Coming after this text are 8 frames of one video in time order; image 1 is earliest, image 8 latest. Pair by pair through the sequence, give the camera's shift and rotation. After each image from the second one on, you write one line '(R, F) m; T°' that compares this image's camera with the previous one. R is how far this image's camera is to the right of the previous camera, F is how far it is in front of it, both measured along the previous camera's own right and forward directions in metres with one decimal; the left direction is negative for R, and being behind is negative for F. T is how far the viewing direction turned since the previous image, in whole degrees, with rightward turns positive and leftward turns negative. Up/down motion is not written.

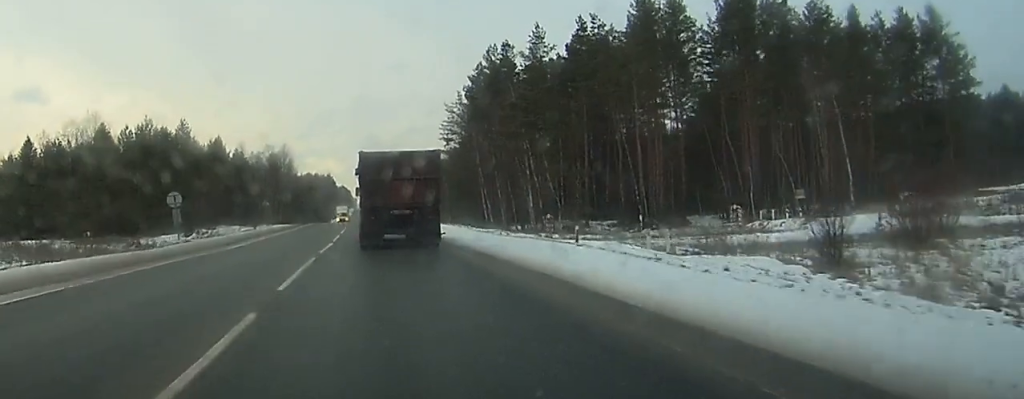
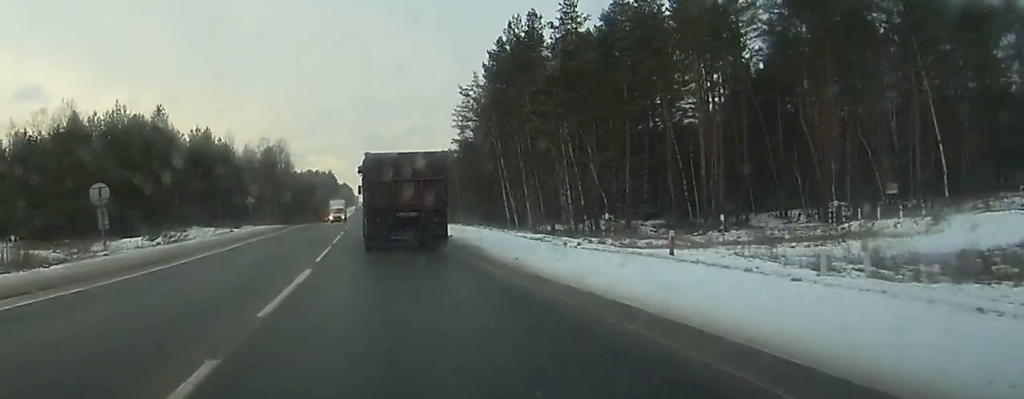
(0.0, +15.1) m; 0°
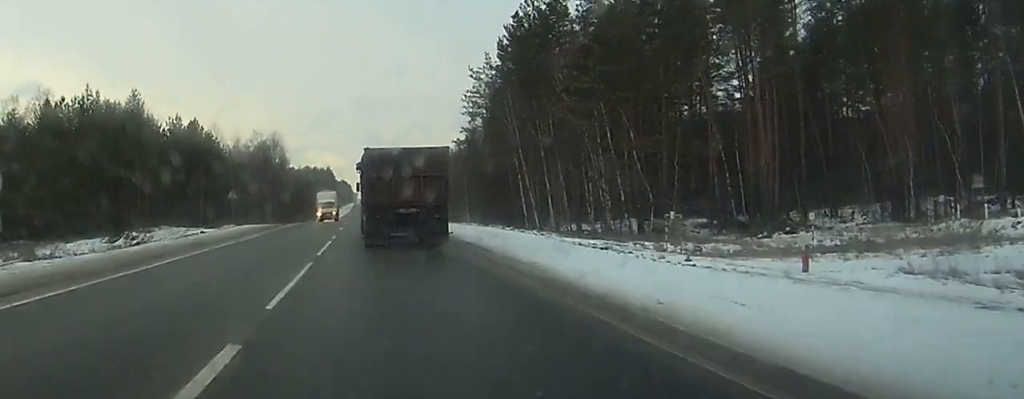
(0.0, +11.6) m; 0°
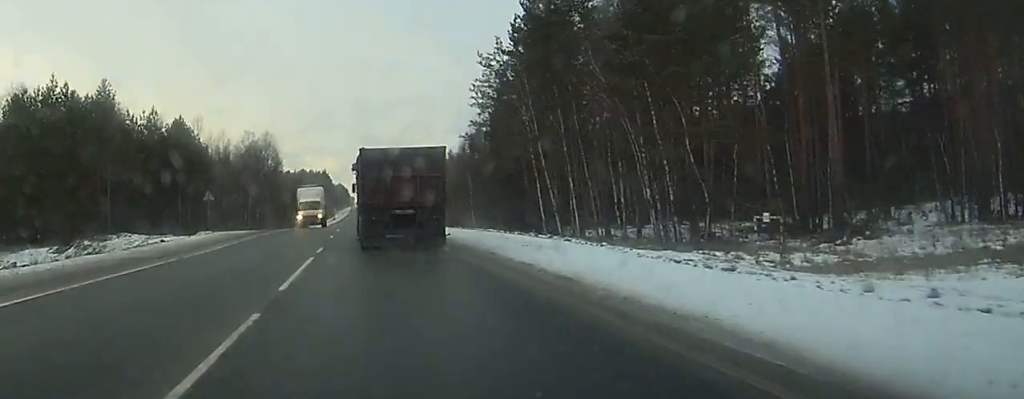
(0.0, +9.5) m; 0°
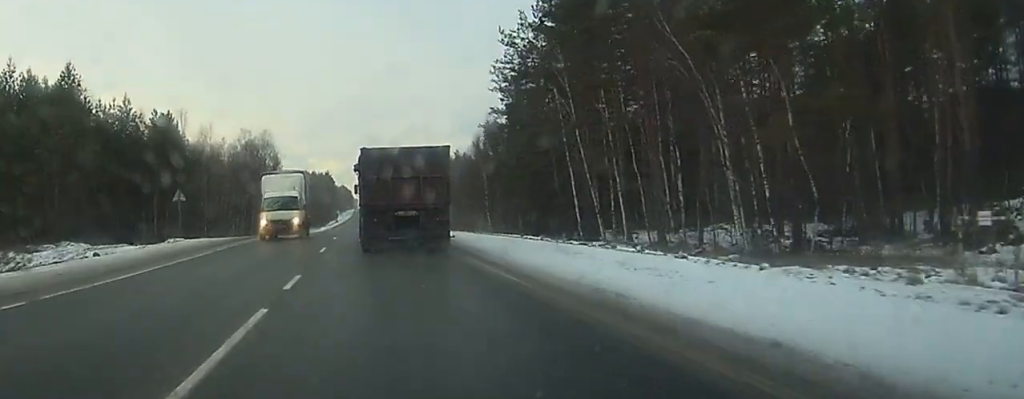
(0.0, +11.5) m; 0°
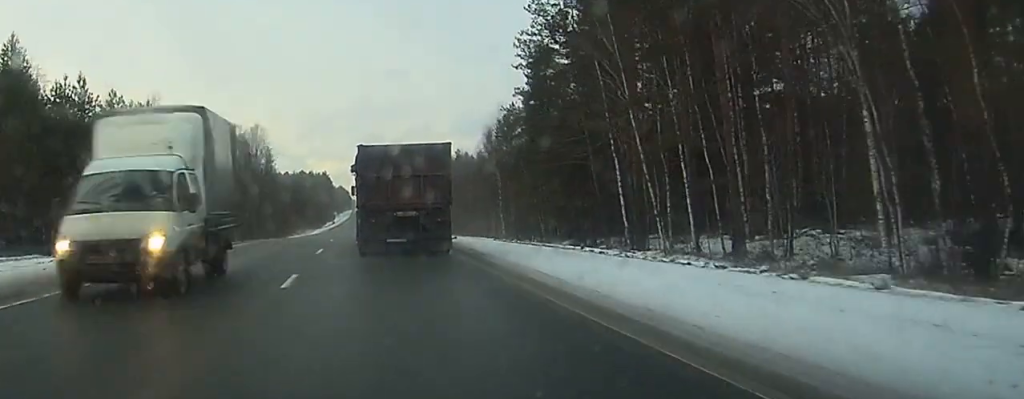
(0.0, +11.5) m; 0°
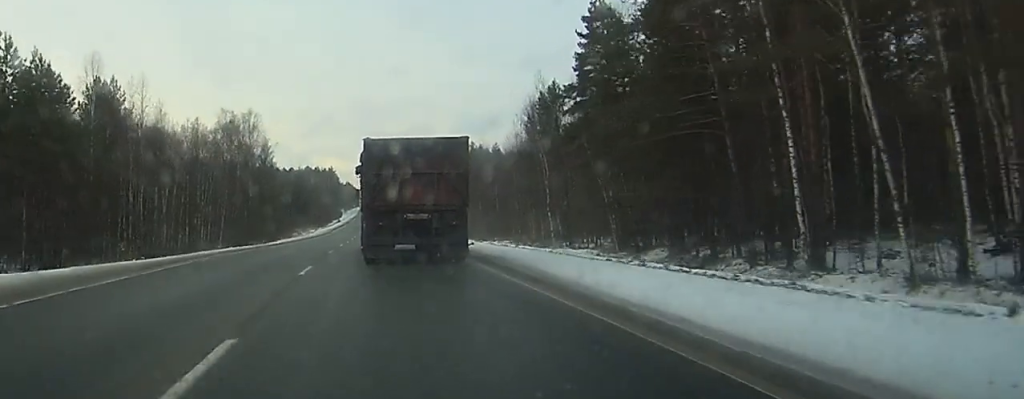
(-0.1, +19.7) m; 0°
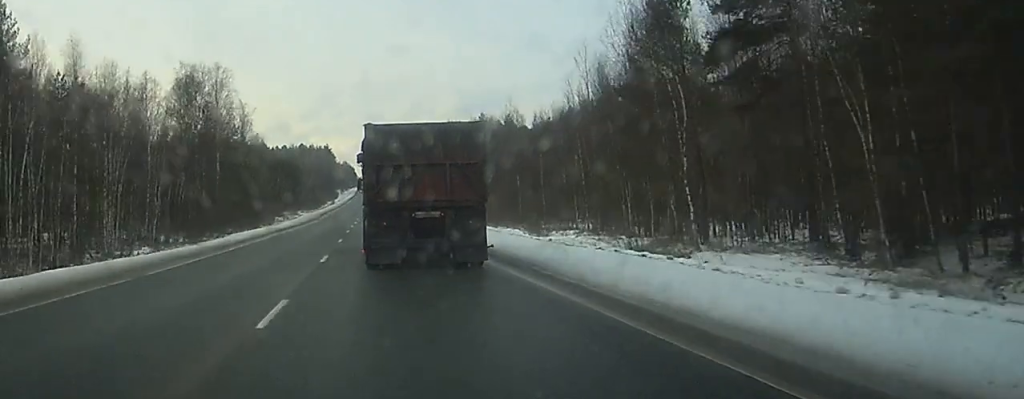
(+0.2, +31.0) m; +1°
